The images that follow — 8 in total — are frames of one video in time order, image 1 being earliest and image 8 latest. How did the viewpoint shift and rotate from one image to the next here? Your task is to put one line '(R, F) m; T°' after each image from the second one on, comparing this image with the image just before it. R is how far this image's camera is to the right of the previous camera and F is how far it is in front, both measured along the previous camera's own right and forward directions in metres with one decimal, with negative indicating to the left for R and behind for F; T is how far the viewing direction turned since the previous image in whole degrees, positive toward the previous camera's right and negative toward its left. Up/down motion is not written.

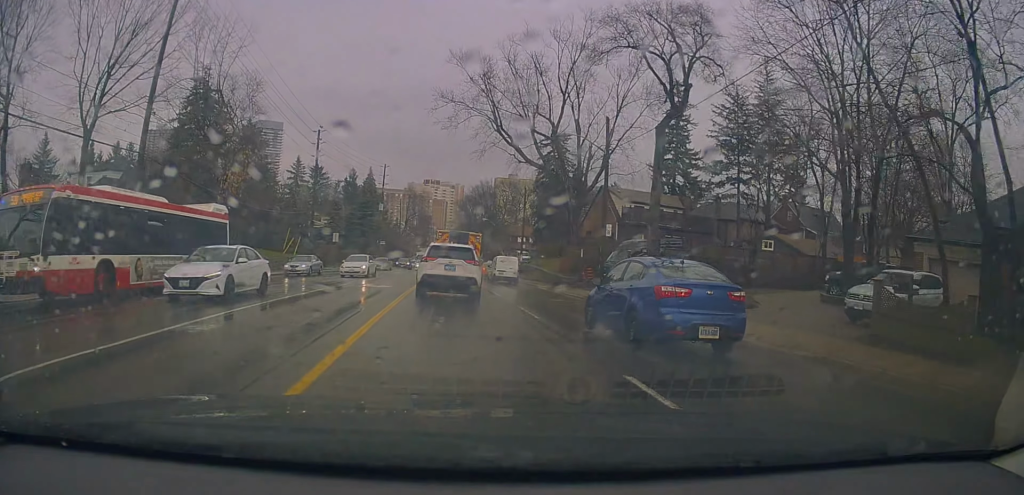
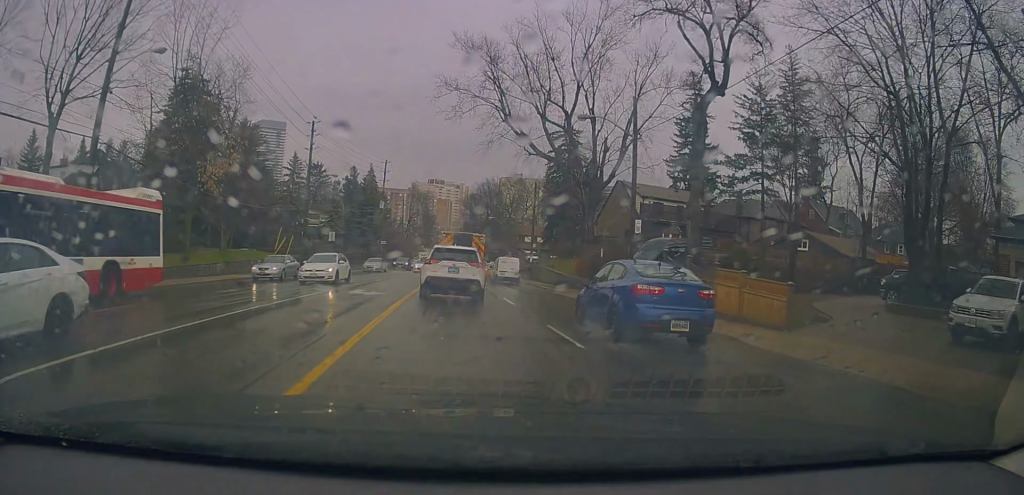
(+0.2, +3.8) m; -1°
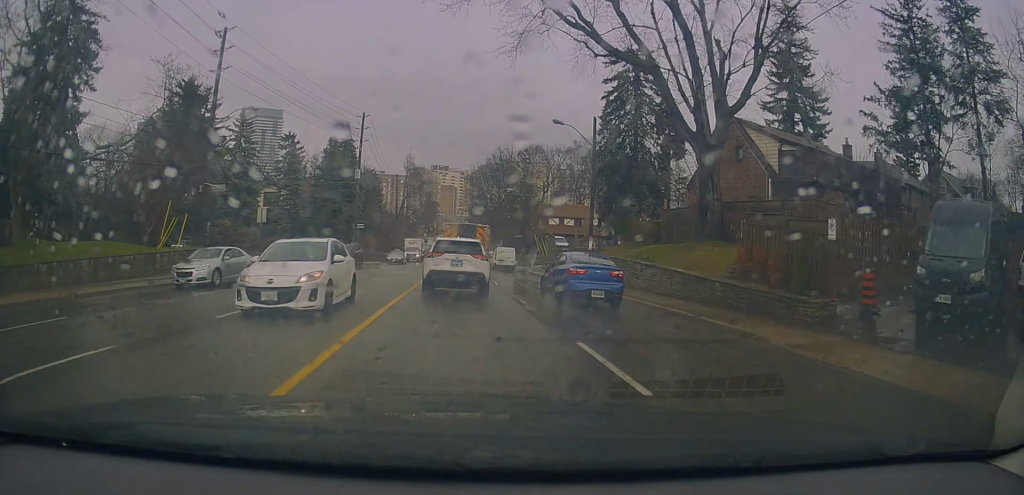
(-0.1, +21.8) m; +2°
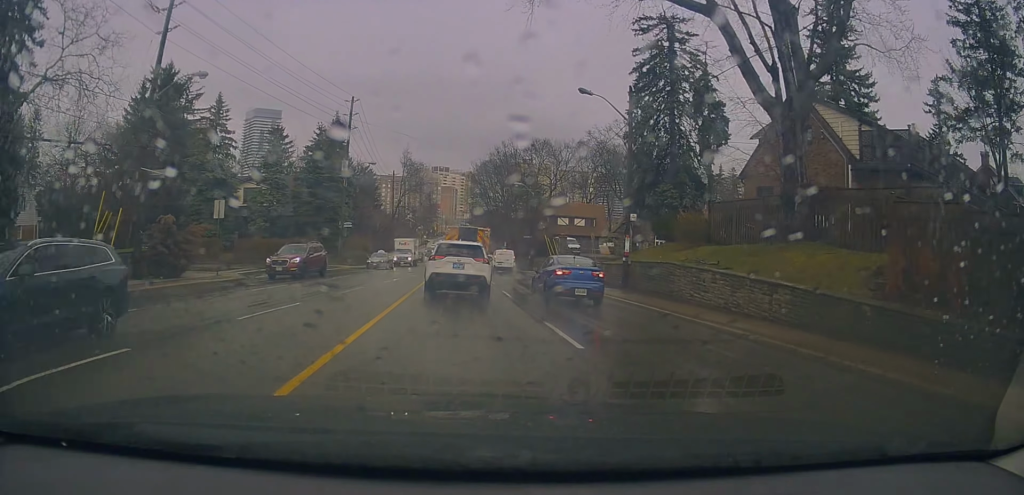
(+0.2, +6.9) m; -1°
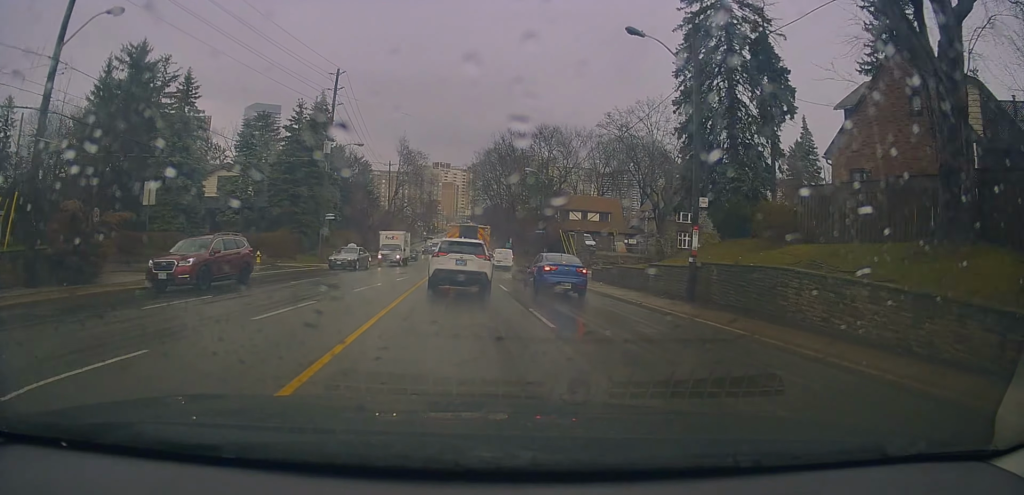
(-0.3, +7.6) m; -2°
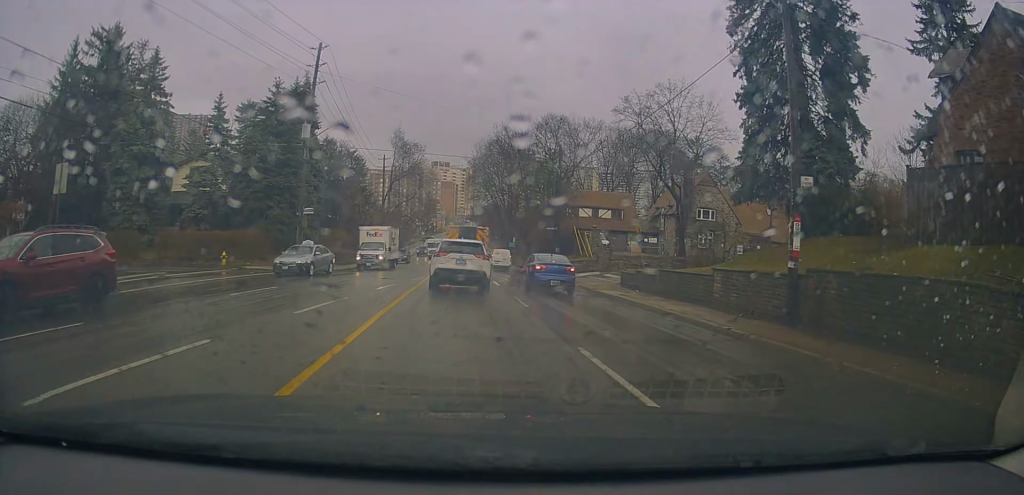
(-0.1, +6.0) m; -1°
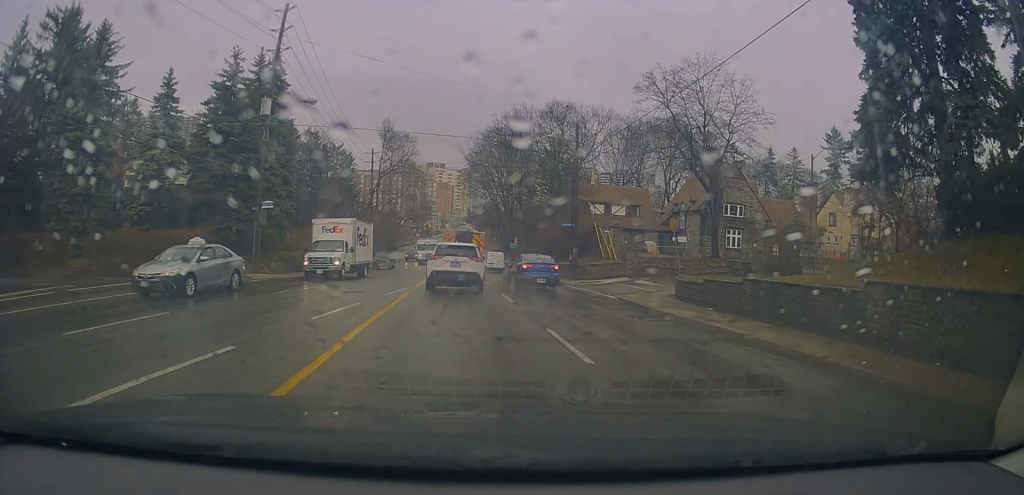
(0.0, +7.9) m; +1°
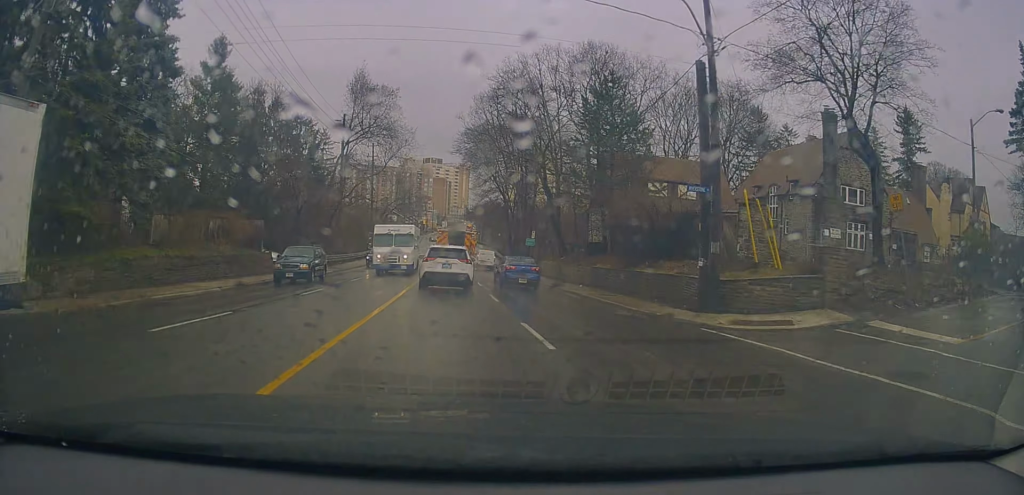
(+0.4, +19.7) m; +1°
